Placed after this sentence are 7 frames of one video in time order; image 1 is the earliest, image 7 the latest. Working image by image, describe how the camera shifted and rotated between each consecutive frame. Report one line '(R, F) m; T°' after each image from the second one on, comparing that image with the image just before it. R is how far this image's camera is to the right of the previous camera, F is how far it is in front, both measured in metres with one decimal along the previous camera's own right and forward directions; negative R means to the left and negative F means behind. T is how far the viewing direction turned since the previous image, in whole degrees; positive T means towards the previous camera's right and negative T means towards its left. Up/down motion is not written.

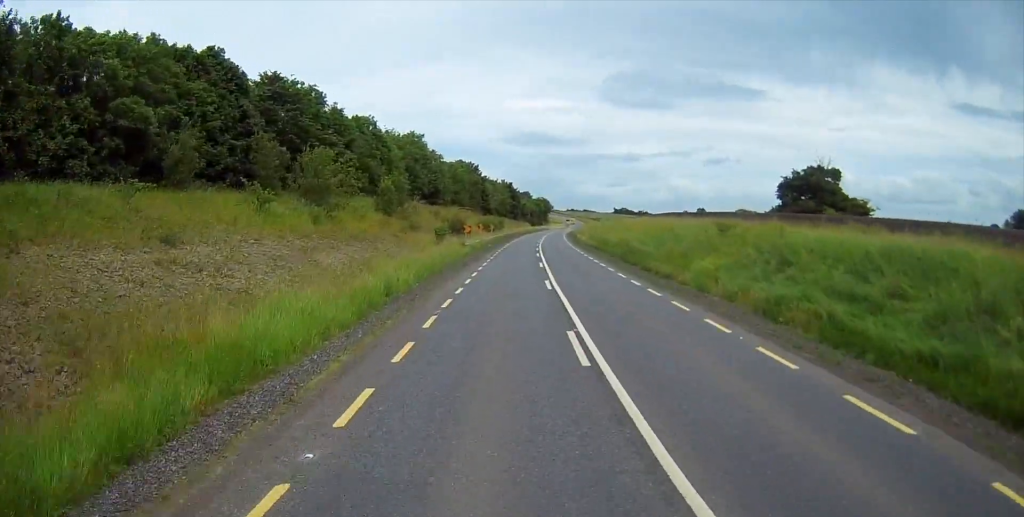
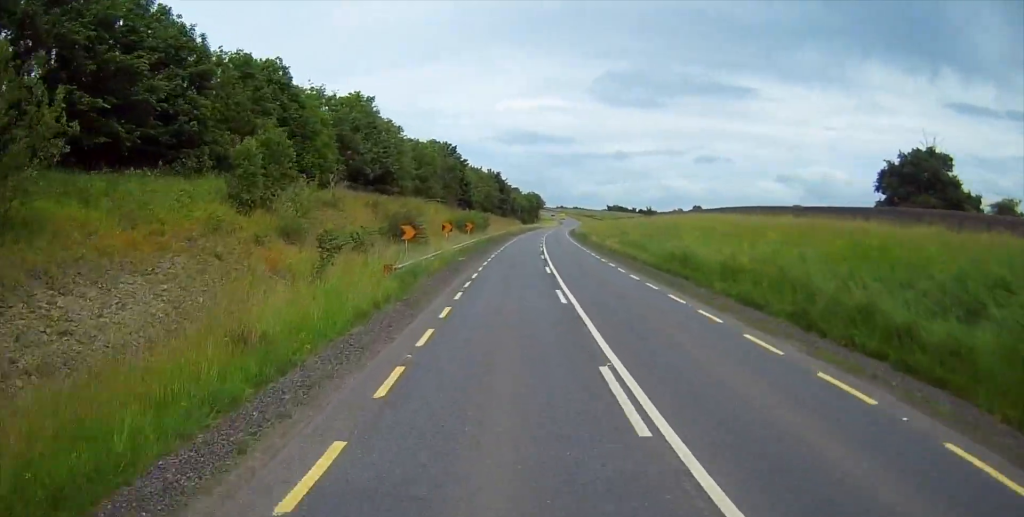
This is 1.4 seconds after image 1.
(+0.1, +29.8) m; 0°
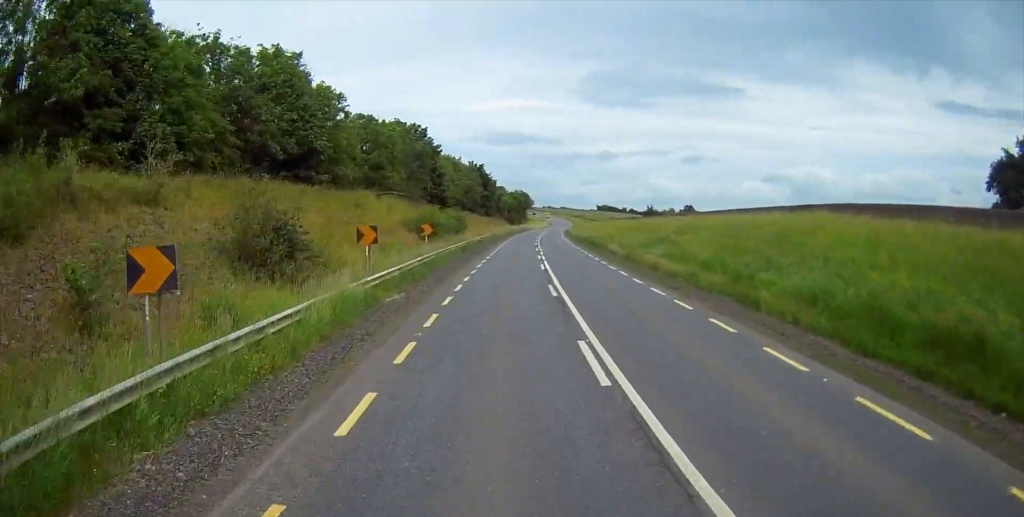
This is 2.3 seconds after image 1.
(0.0, +21.1) m; +2°
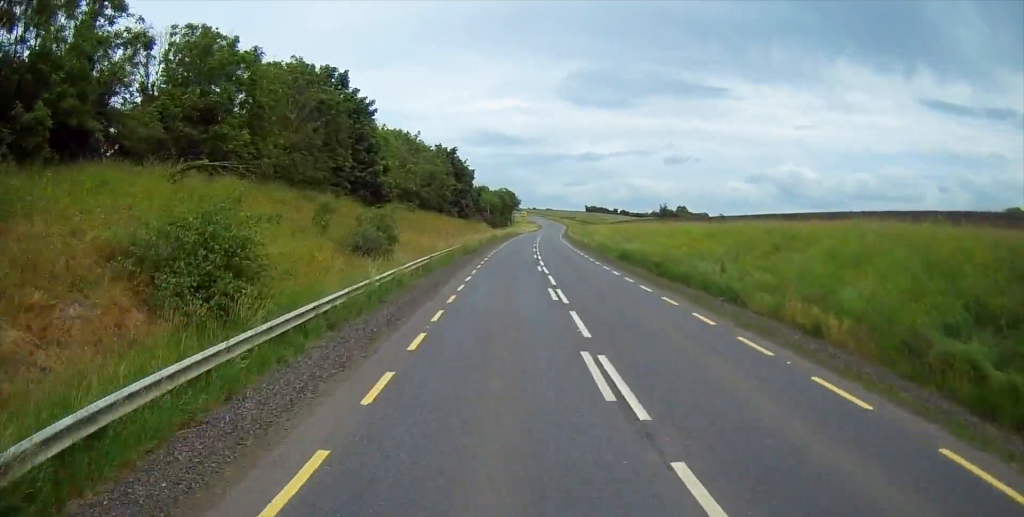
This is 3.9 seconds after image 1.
(+0.5, +33.5) m; +1°
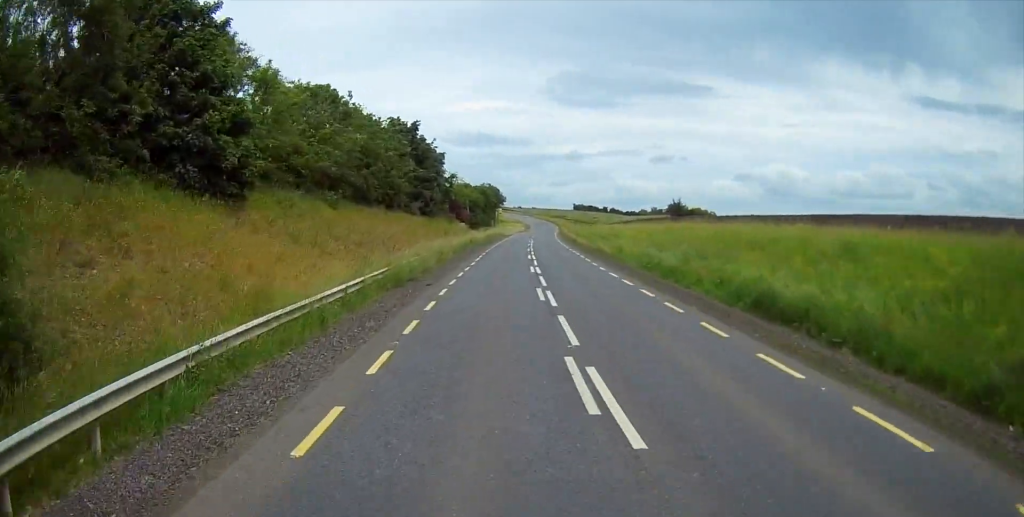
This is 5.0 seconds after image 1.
(+0.1, +25.5) m; +2°
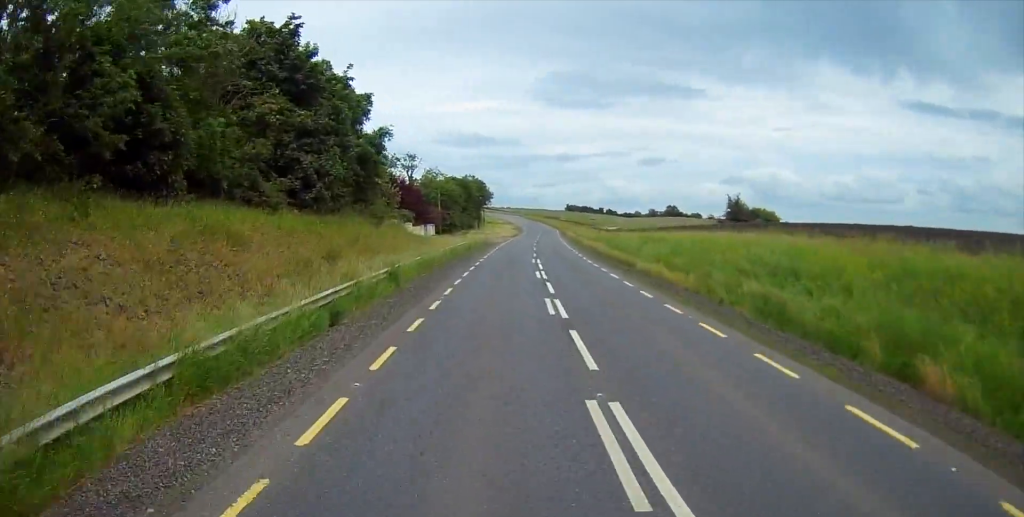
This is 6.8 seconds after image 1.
(+0.8, +38.1) m; +2°
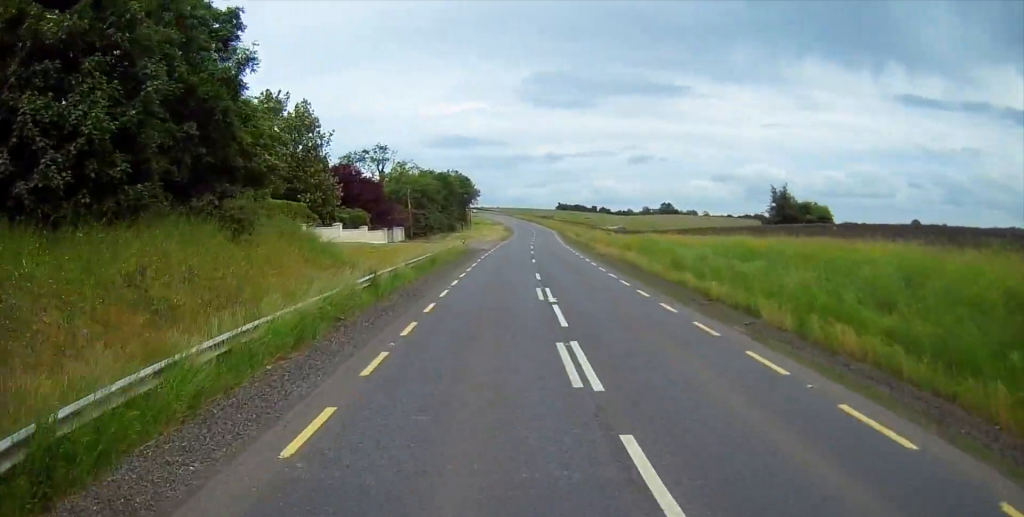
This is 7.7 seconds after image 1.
(0.0, +19.4) m; +1°
